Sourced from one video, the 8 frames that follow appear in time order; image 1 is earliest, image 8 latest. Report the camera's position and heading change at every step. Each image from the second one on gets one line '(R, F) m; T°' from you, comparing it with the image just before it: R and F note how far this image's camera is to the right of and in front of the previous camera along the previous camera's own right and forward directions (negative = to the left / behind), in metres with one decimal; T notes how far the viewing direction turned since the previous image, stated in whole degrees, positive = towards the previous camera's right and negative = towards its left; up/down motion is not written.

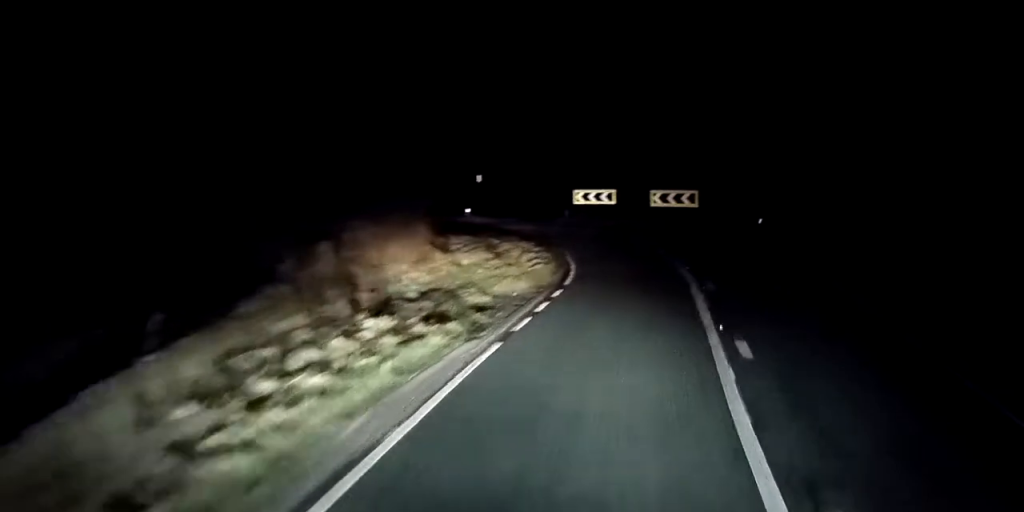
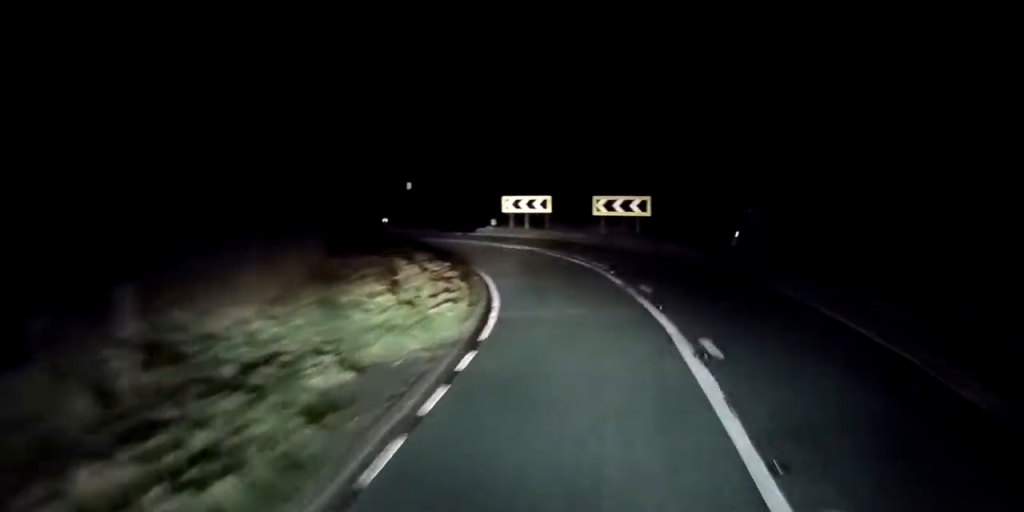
(0.0, +5.4) m; 0°
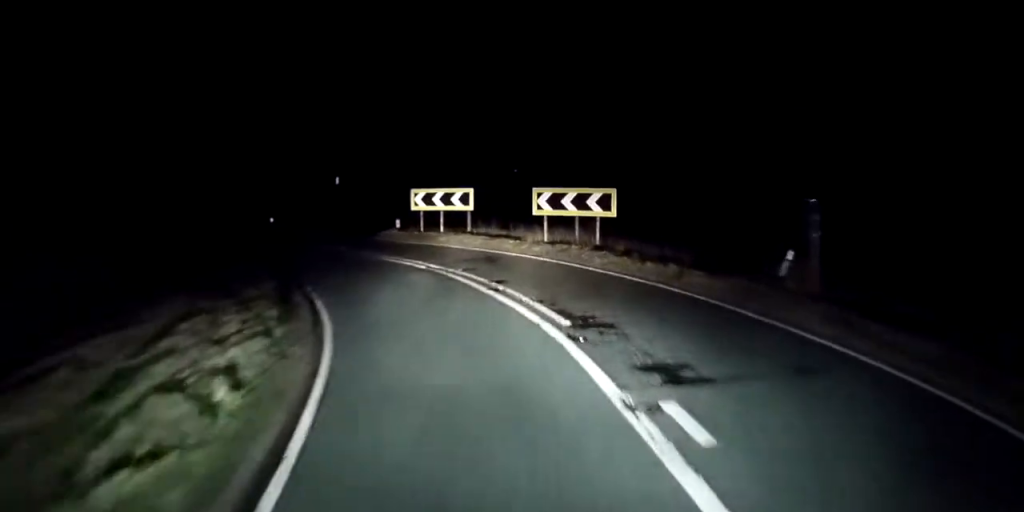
(-0.3, +9.2) m; -2°
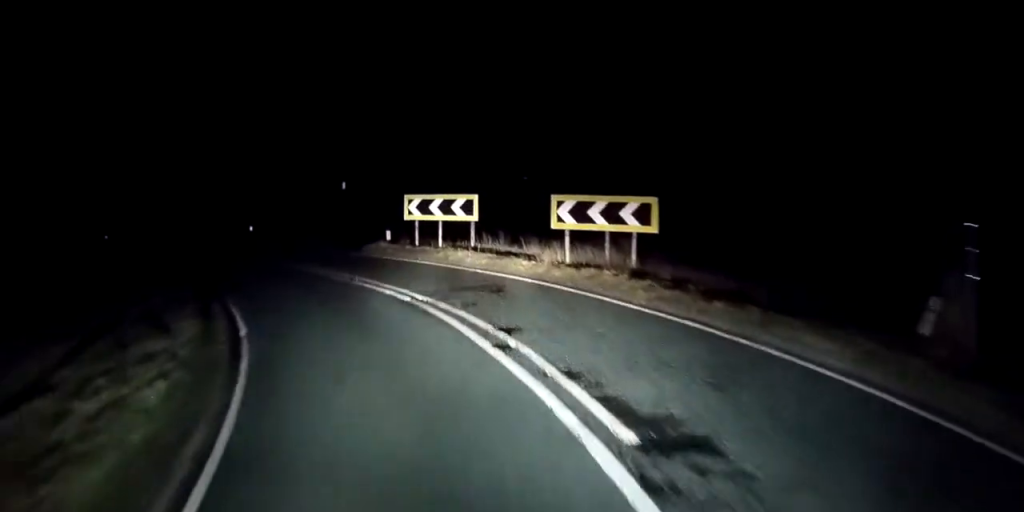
(0.0, +4.5) m; 0°
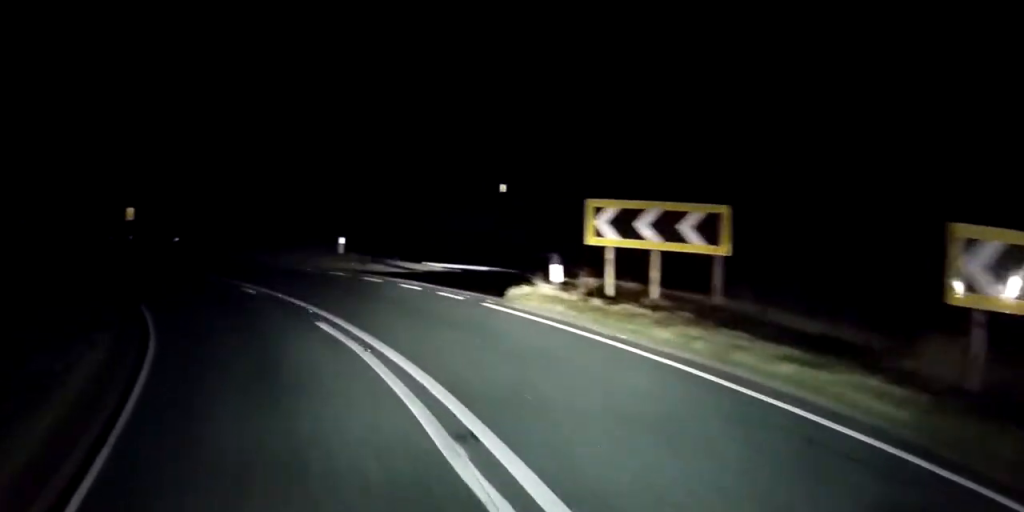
(-1.0, +11.3) m; -23°
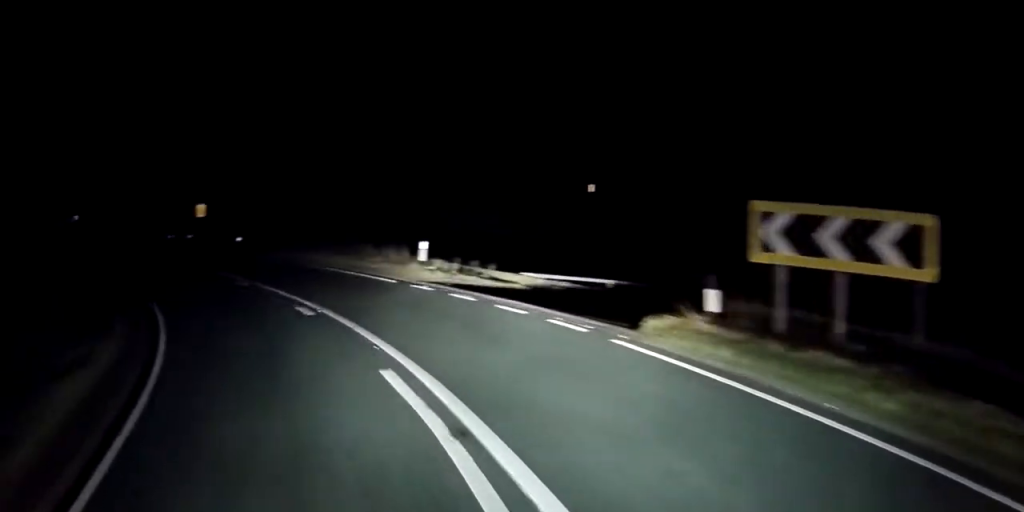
(-1.0, +3.7) m; -9°
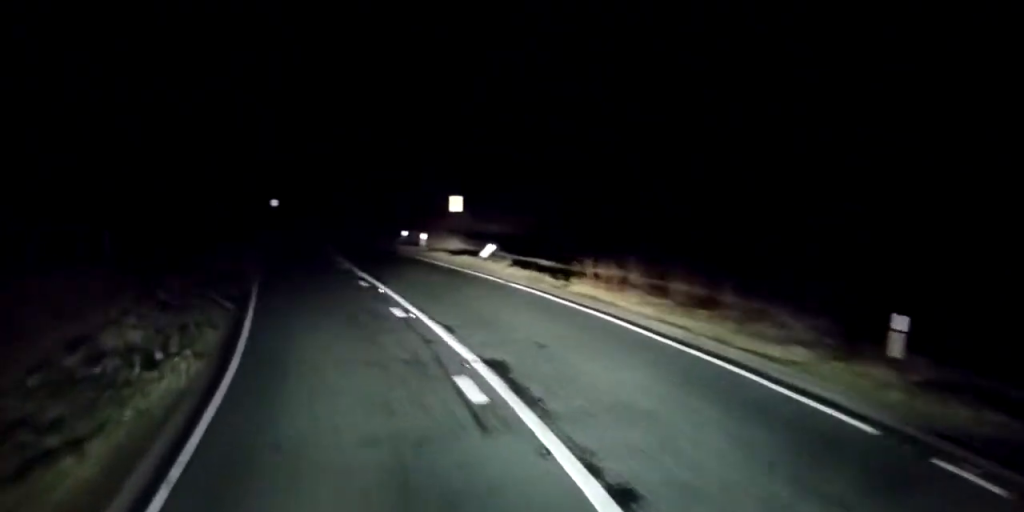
(-1.8, +12.2) m; -9°
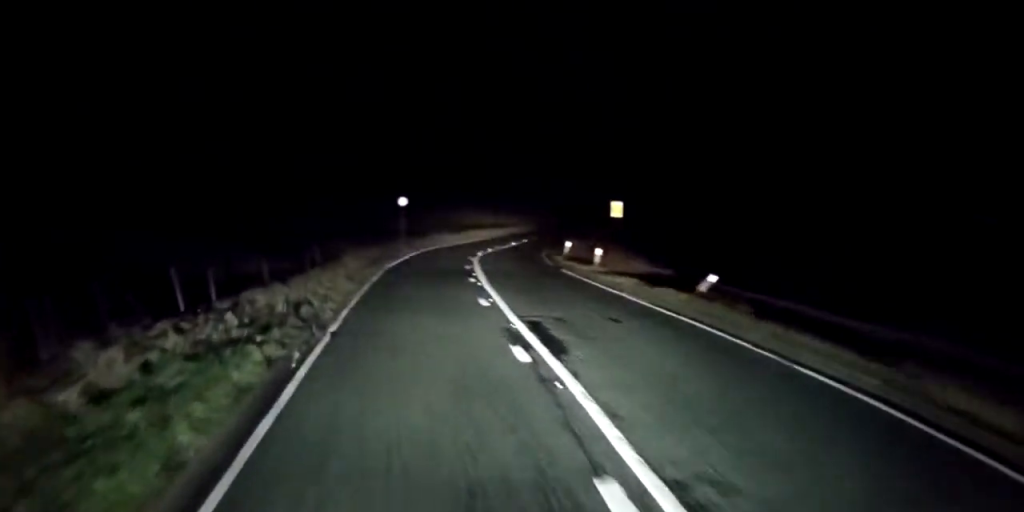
(0.0, +9.3) m; -5°
